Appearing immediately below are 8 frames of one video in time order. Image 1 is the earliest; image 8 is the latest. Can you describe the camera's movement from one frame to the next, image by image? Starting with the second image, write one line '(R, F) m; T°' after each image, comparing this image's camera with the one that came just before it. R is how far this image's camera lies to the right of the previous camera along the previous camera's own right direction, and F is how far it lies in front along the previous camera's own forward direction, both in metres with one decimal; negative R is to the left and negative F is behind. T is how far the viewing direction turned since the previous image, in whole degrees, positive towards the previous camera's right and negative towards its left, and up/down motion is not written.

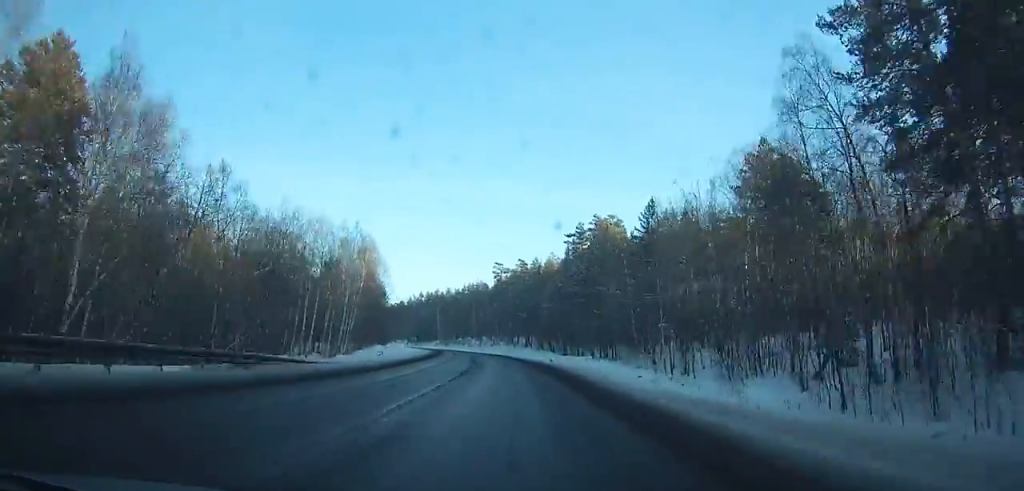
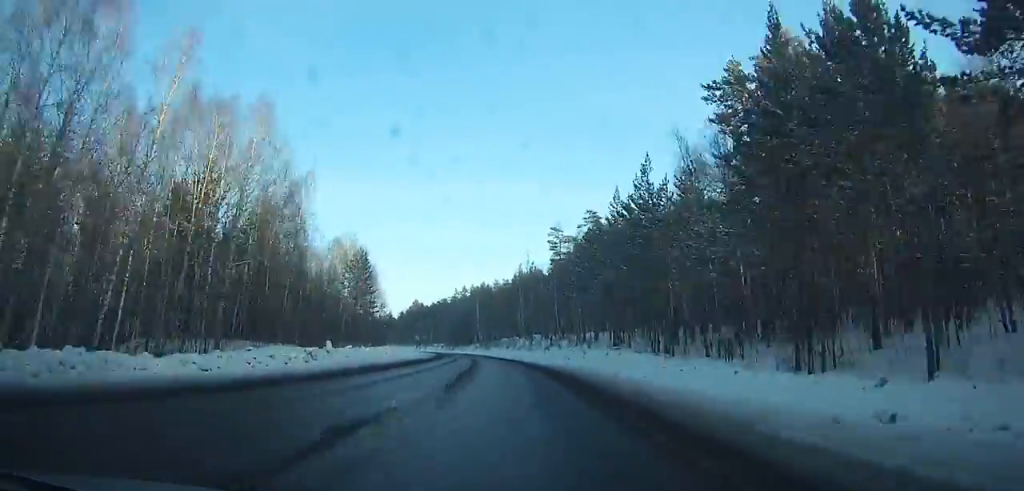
(-1.7, +58.6) m; -6°
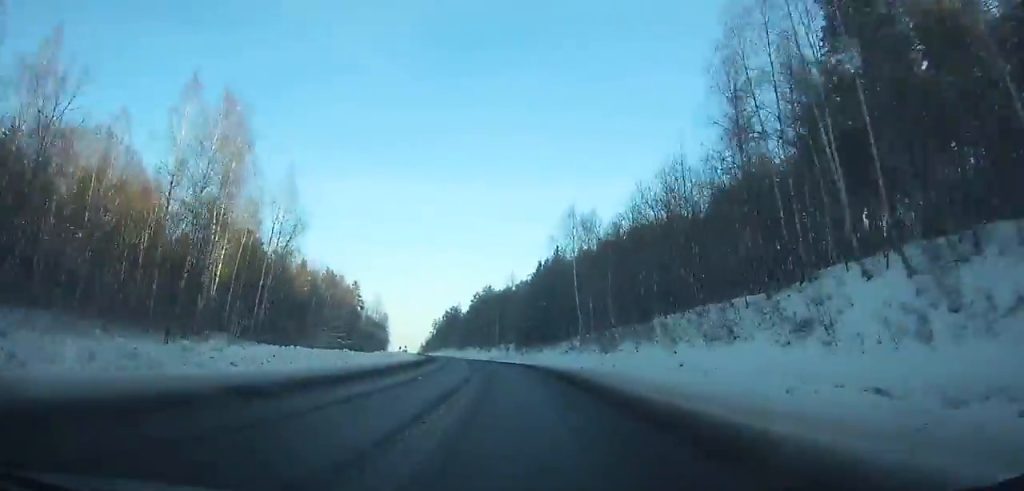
(-11.6, +99.2) m; -11°
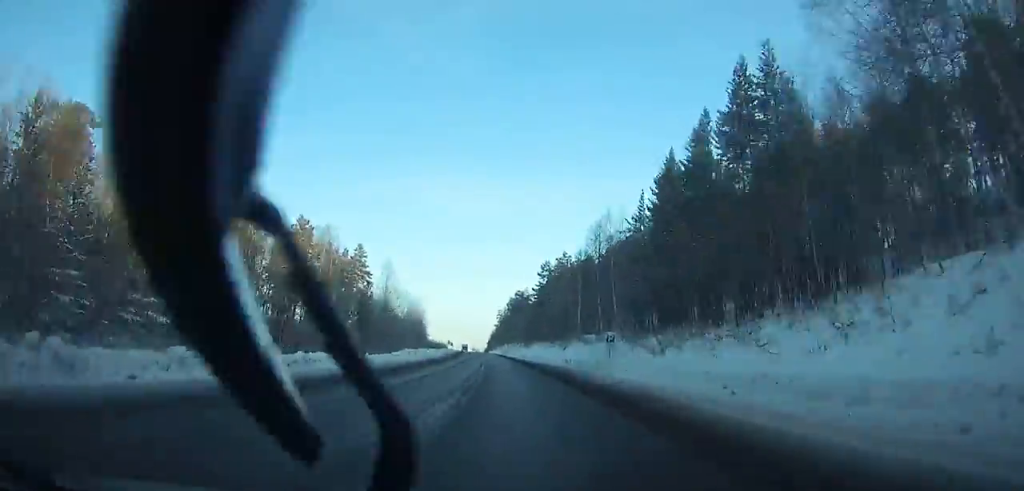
(-1.6, +63.0) m; -1°
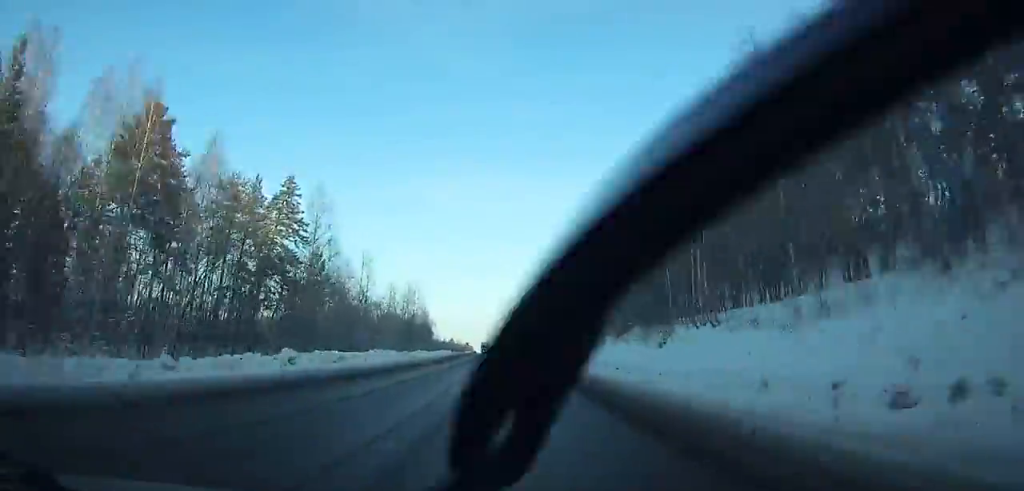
(0.0, +49.3) m; -1°
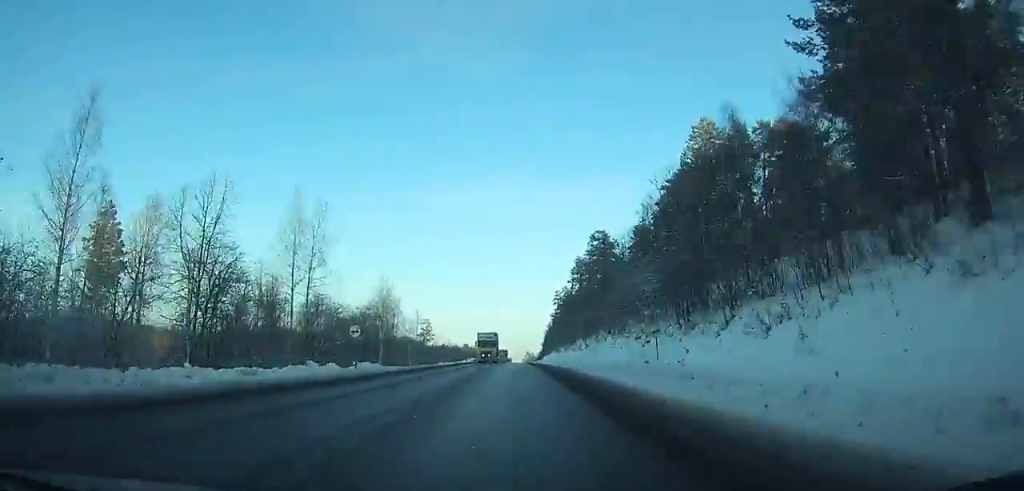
(-1.0, +70.9) m; -2°
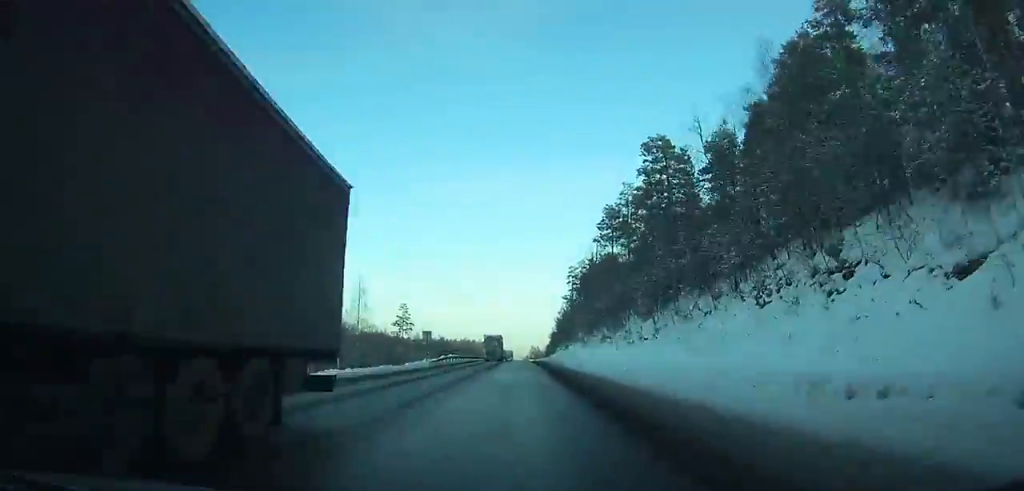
(-1.2, +50.2) m; -1°
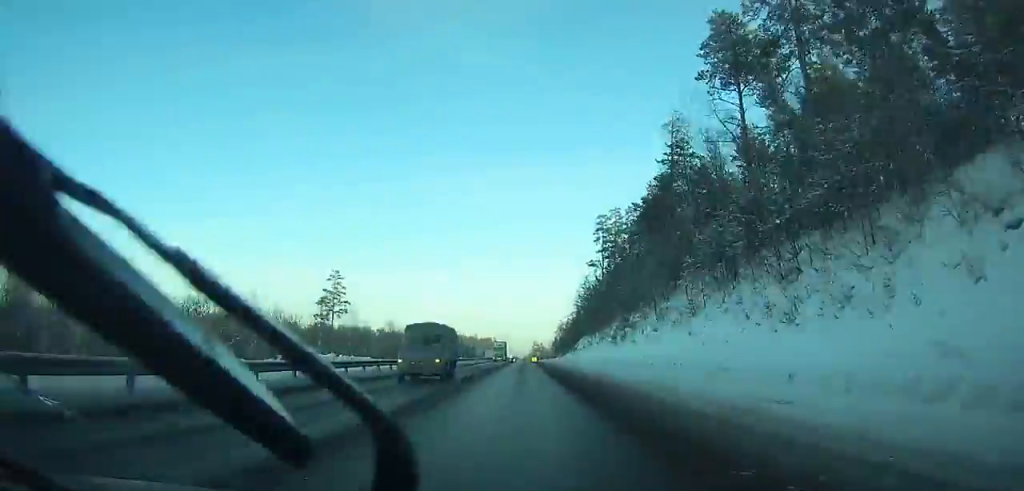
(0.0, +63.4) m; 0°
